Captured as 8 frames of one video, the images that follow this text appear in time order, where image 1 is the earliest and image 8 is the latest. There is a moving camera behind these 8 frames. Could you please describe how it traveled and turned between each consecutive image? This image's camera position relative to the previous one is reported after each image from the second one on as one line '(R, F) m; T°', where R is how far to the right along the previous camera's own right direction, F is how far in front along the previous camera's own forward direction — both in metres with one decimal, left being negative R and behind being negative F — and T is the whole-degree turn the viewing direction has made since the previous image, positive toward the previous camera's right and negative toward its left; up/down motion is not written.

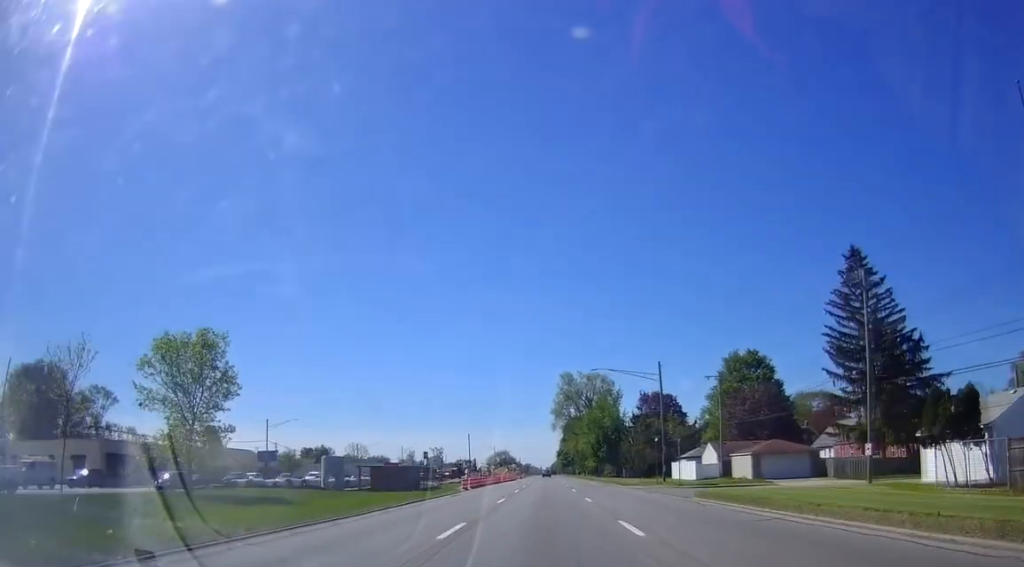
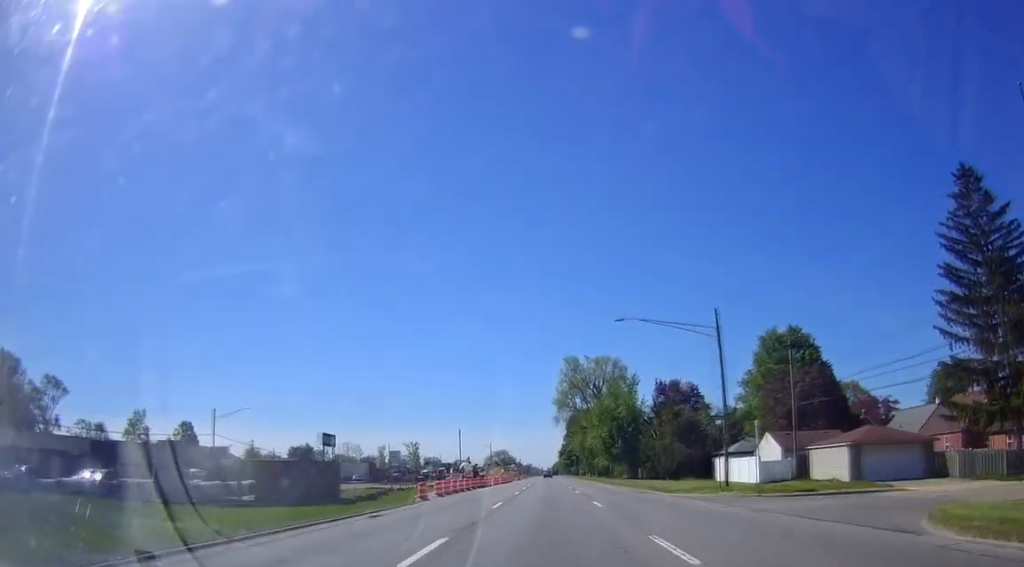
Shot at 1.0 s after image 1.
(-0.3, +19.9) m; 0°
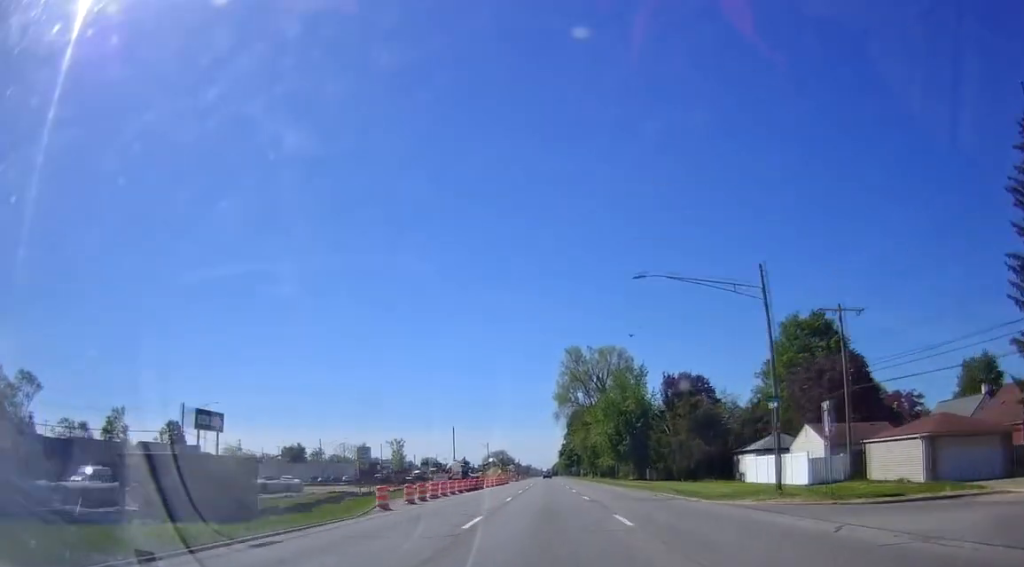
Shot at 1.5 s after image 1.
(+0.3, +9.2) m; +1°
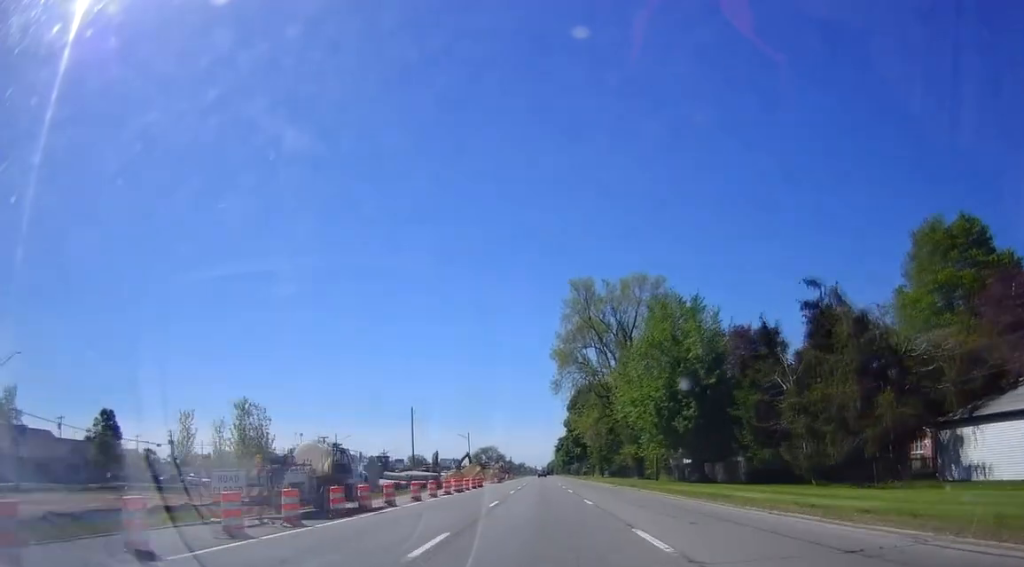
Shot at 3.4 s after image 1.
(+0.3, +40.1) m; +1°
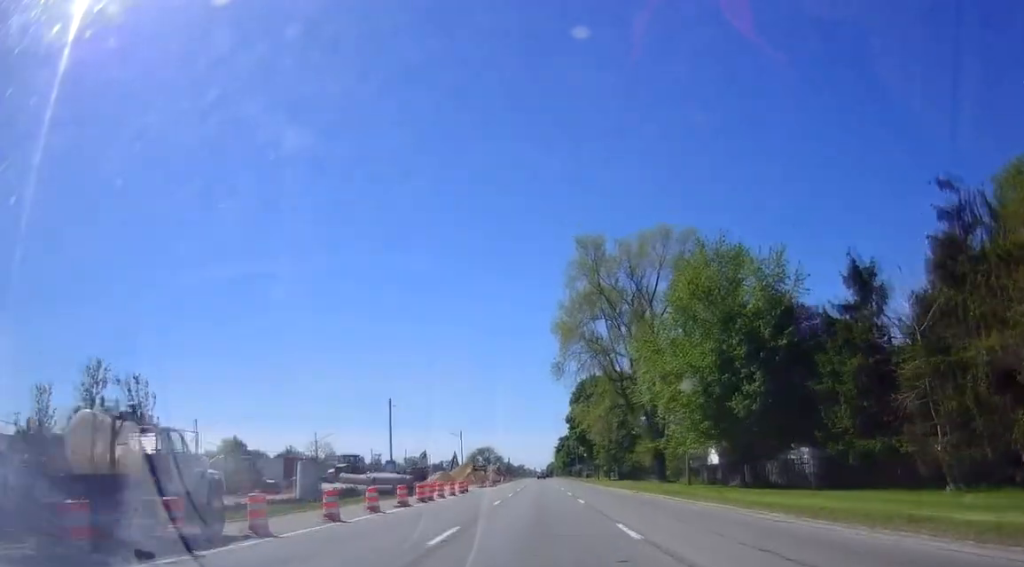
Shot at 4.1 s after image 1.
(+0.1, +16.0) m; +1°
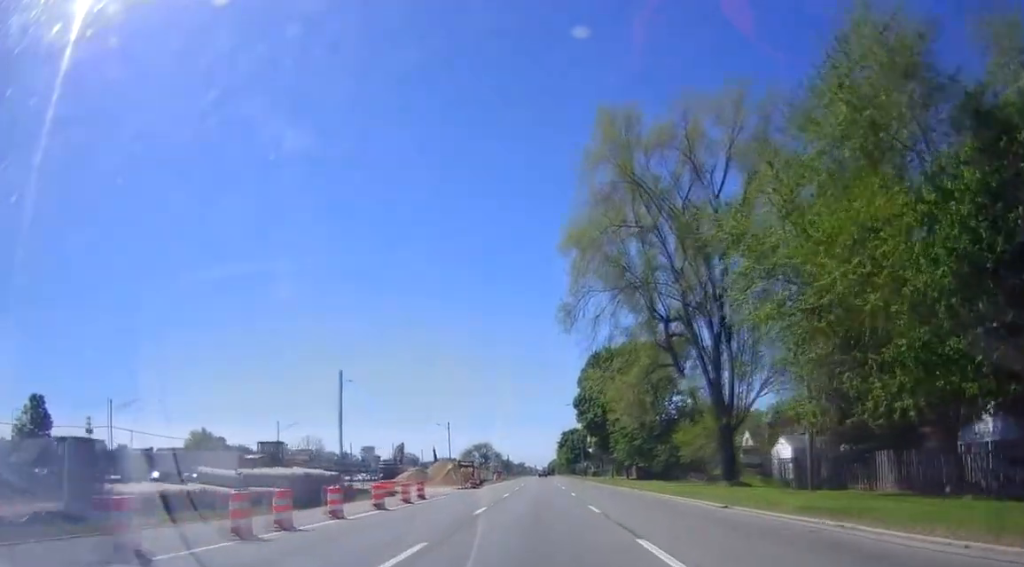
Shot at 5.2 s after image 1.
(+0.2, +25.2) m; 0°
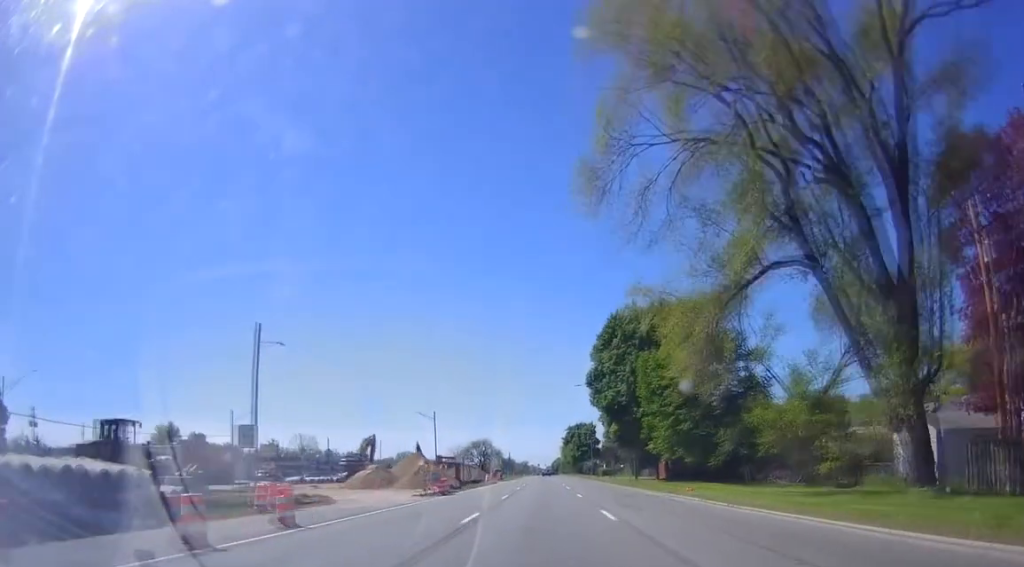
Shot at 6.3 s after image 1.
(-0.2, +22.2) m; -1°
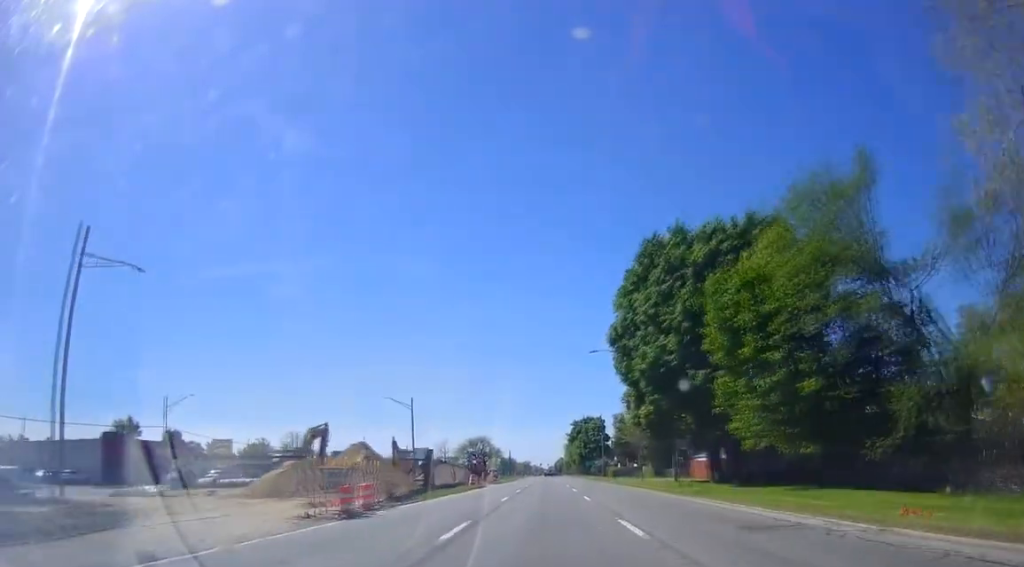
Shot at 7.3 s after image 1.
(-0.1, +21.8) m; -1°
